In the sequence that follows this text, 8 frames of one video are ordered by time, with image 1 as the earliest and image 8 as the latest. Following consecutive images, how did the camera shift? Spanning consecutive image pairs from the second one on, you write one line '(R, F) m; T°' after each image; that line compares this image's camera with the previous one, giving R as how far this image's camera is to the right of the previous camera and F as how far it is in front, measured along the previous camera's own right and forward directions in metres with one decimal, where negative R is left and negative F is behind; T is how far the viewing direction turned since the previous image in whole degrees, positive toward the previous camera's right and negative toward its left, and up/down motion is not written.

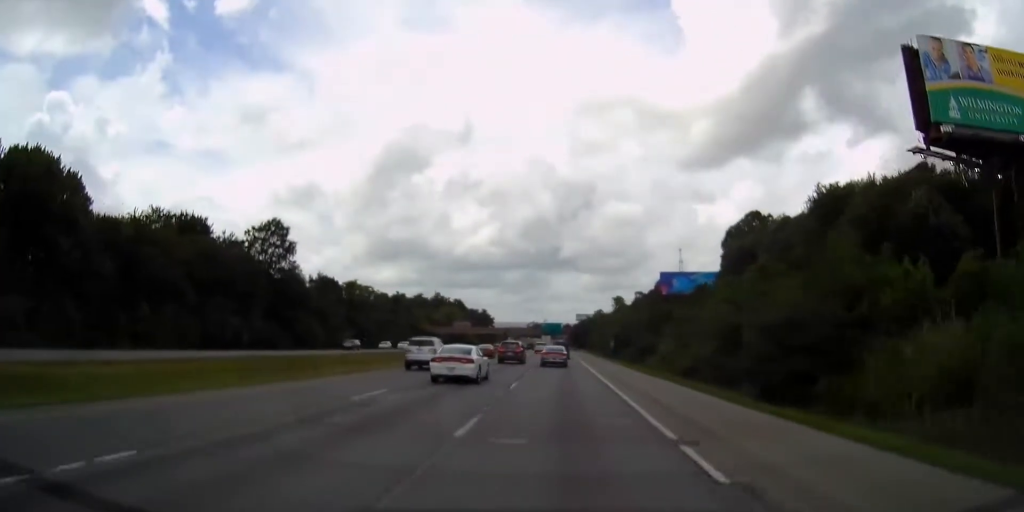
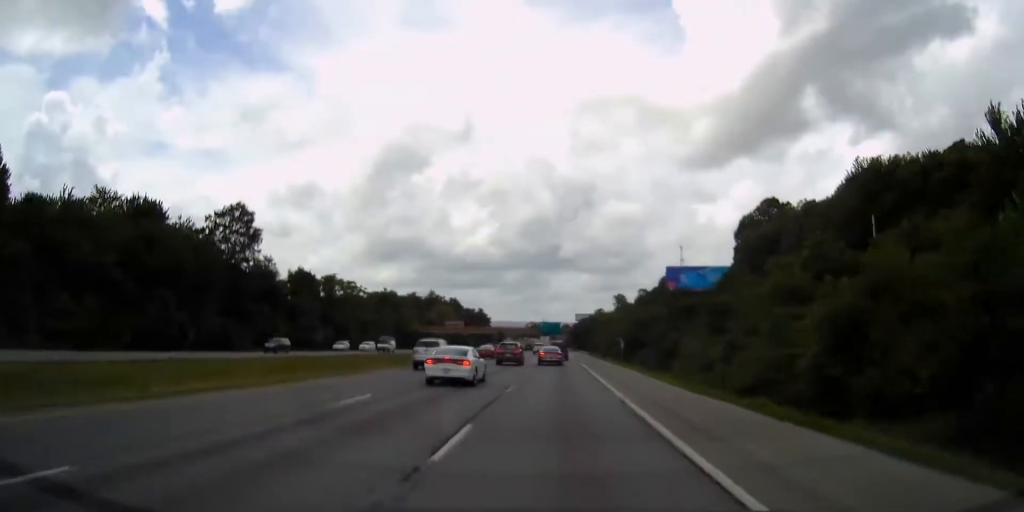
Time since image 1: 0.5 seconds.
(0.0, +13.5) m; 0°
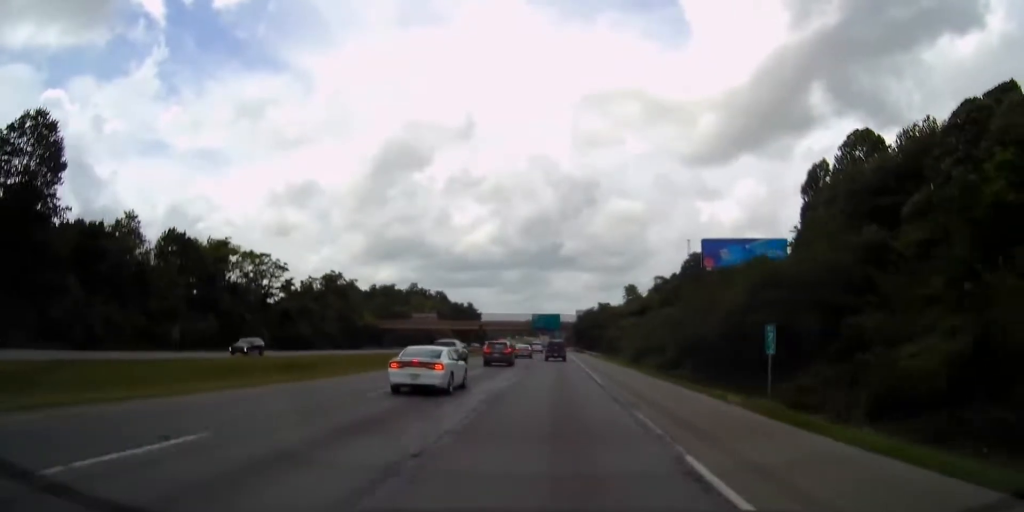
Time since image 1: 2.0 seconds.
(+0.1, +45.3) m; 0°
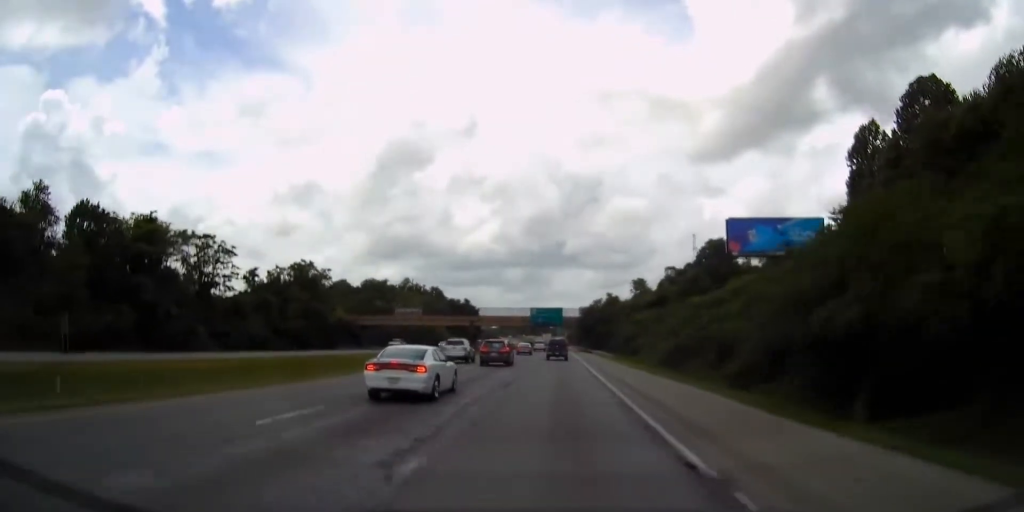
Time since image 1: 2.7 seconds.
(-0.2, +18.8) m; -1°
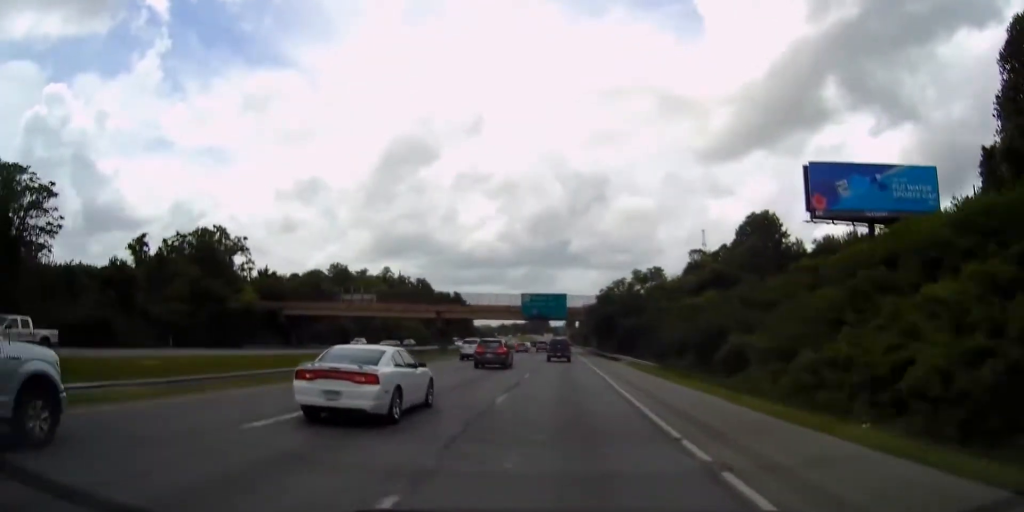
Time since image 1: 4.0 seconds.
(-0.3, +37.2) m; 0°
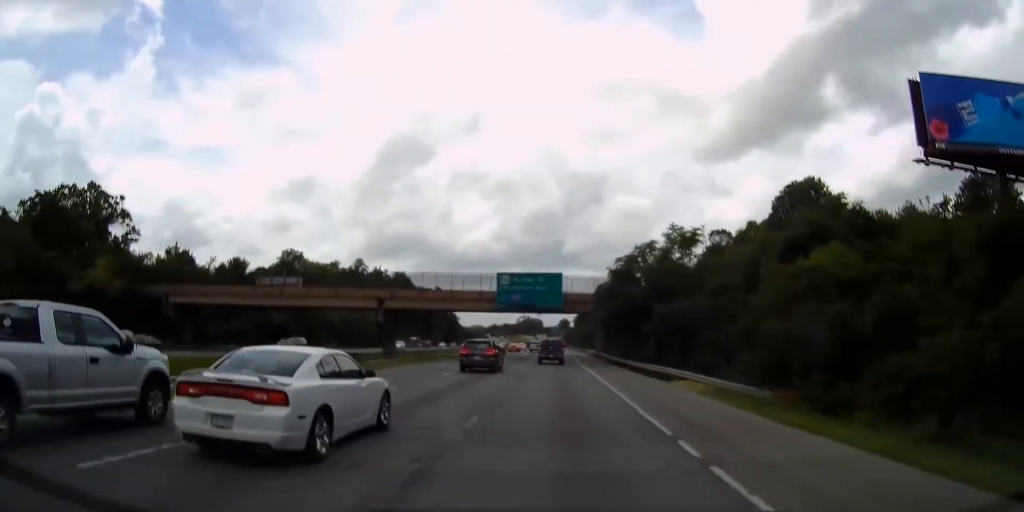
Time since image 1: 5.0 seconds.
(+0.1, +28.4) m; 0°
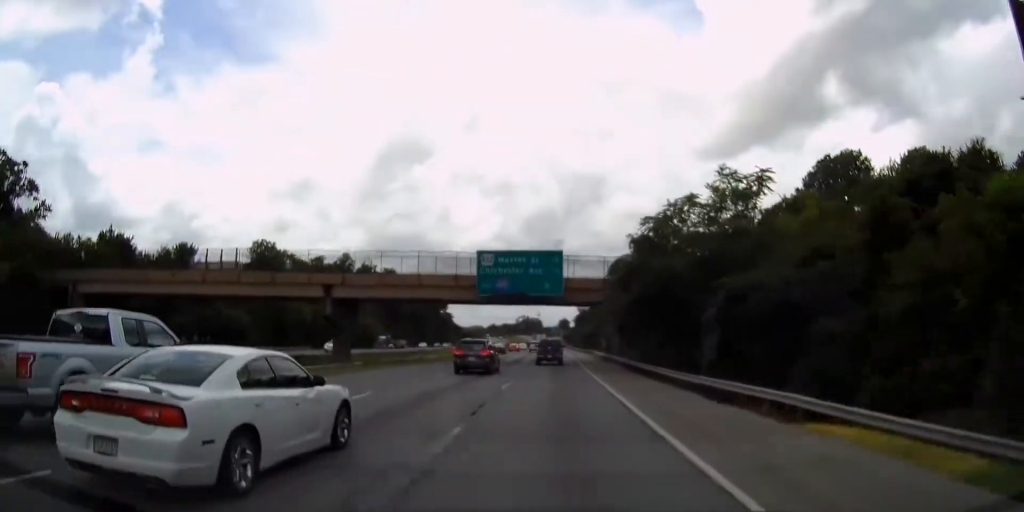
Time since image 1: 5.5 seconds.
(+0.1, +15.4) m; 0°
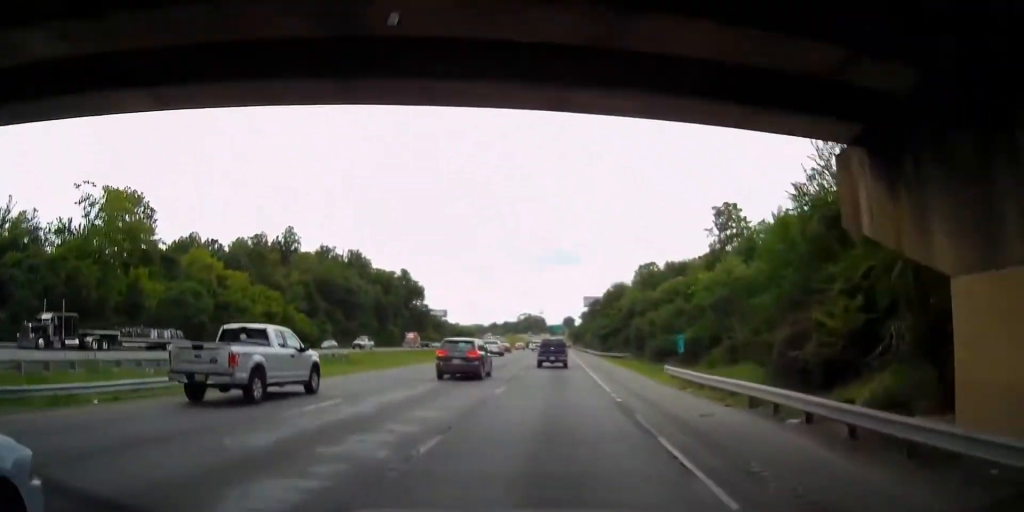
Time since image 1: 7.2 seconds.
(+0.1, +49.9) m; +1°
